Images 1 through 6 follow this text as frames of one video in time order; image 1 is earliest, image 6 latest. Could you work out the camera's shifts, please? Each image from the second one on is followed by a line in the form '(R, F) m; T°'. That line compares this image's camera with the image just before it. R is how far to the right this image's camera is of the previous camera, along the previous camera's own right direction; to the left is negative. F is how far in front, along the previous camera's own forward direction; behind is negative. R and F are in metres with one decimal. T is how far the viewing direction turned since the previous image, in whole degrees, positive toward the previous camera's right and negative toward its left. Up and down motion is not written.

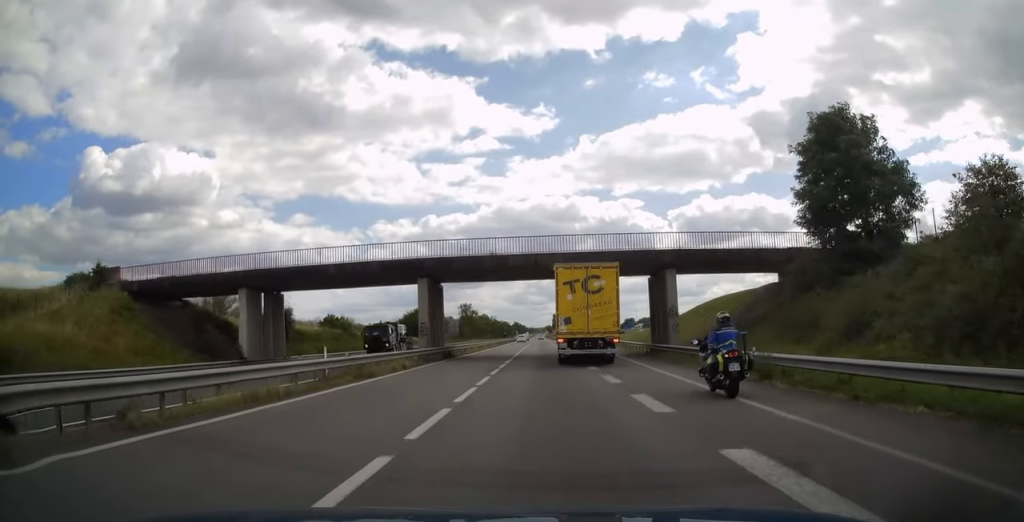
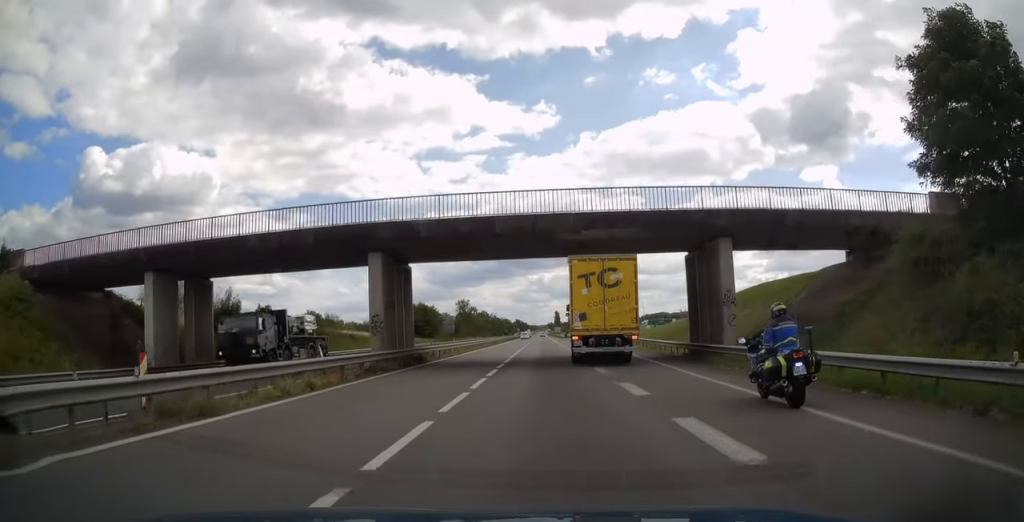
(0.0, +10.6) m; 0°
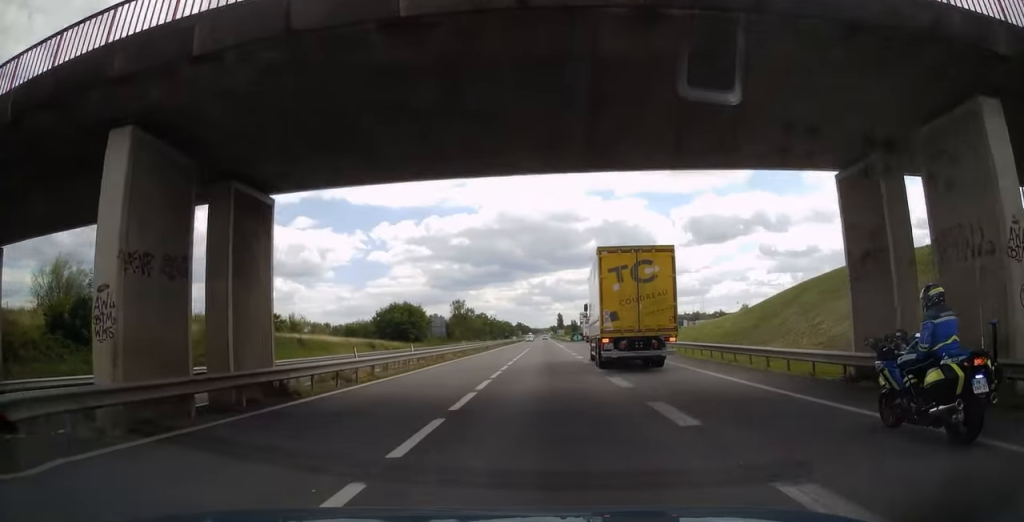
(+0.1, +17.4) m; 0°
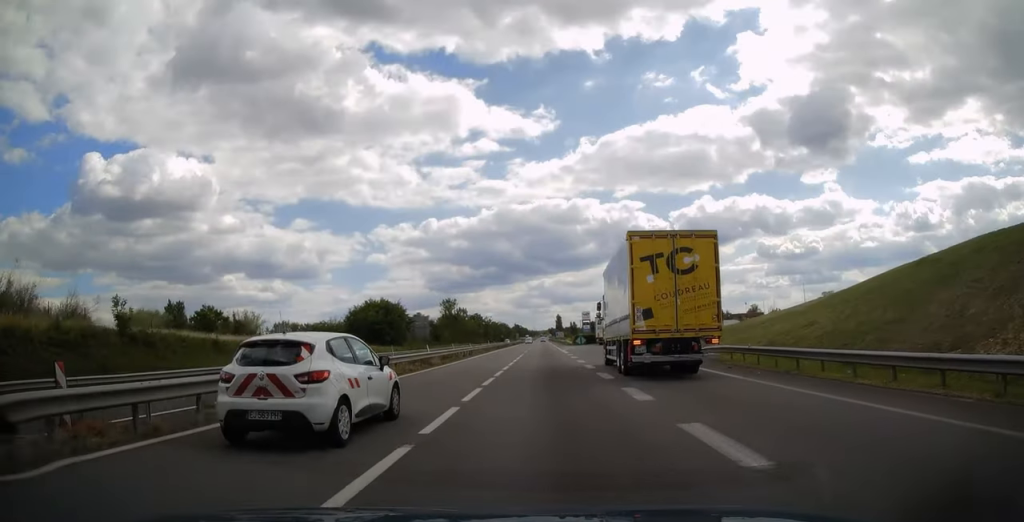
(0.0, +16.2) m; 0°
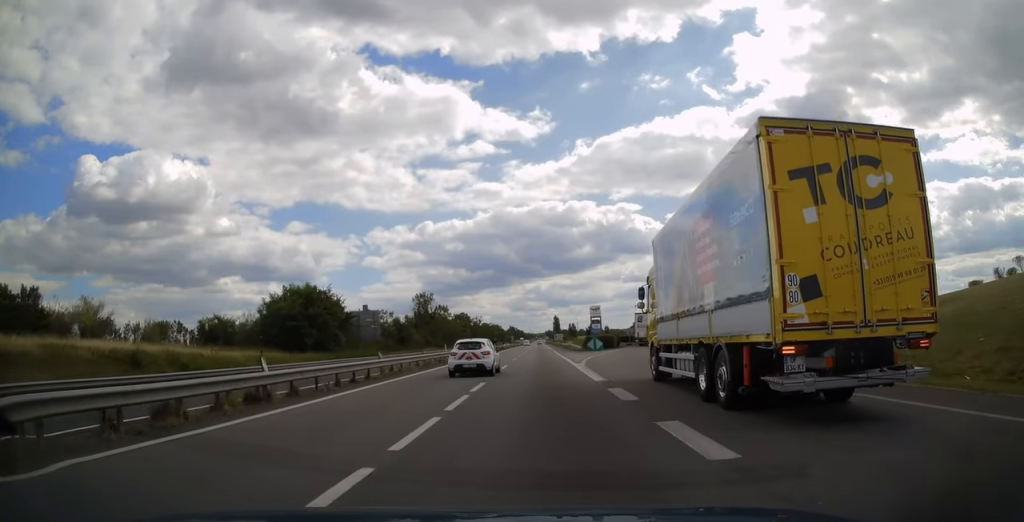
(-0.1, +32.9) m; 0°
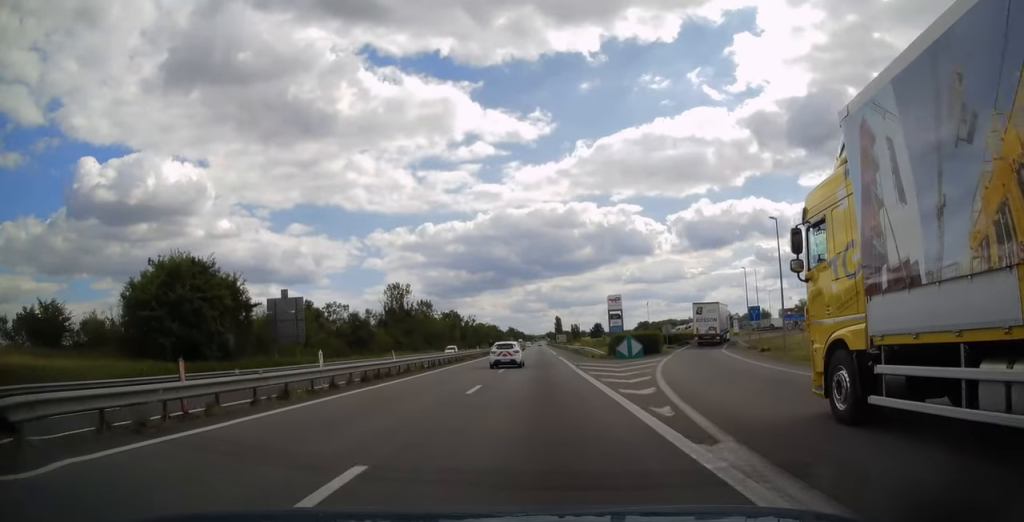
(0.0, +27.7) m; 0°
